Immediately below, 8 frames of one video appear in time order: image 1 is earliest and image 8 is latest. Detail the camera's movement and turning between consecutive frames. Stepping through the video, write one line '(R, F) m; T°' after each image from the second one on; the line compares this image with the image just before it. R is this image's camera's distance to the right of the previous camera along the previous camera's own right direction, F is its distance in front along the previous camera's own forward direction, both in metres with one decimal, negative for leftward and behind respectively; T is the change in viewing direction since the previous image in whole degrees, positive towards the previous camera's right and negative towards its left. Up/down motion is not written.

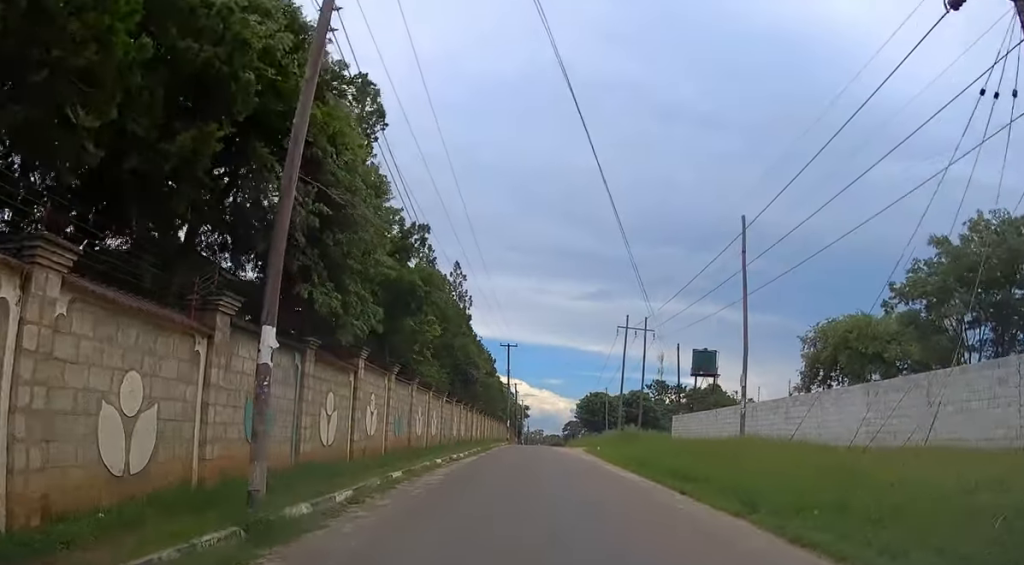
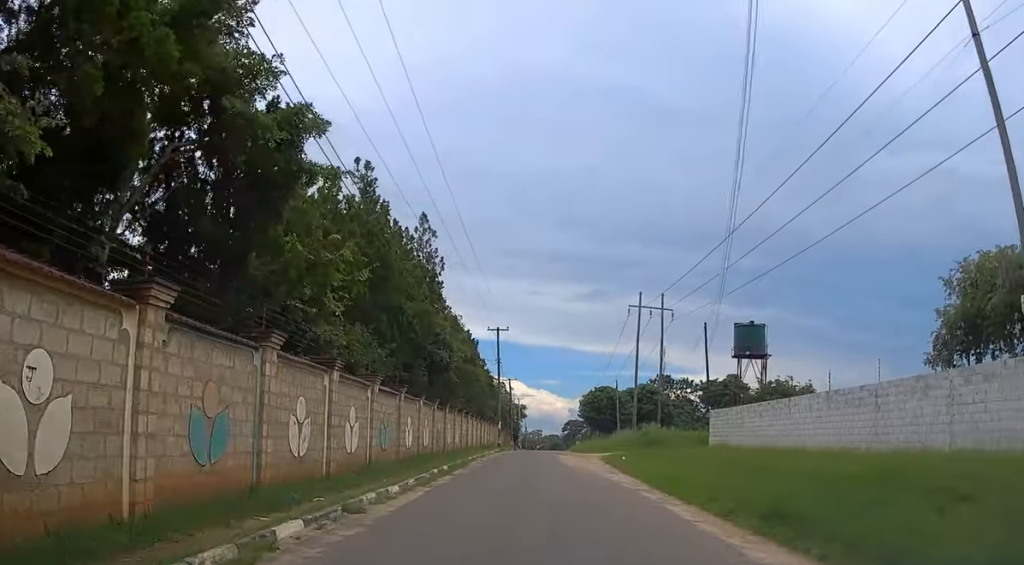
(0.0, +12.7) m; 0°
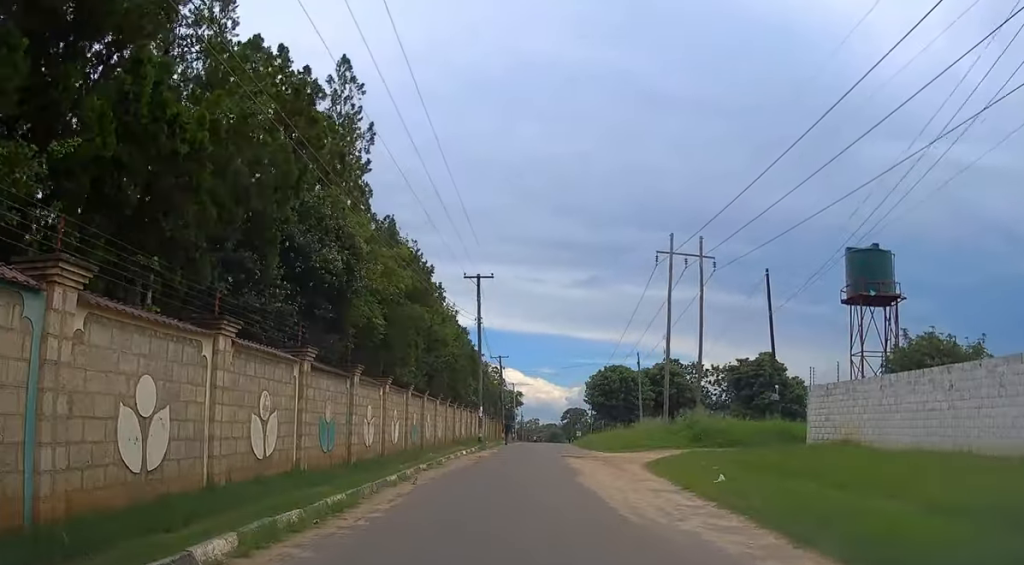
(+0.1, +16.5) m; 0°
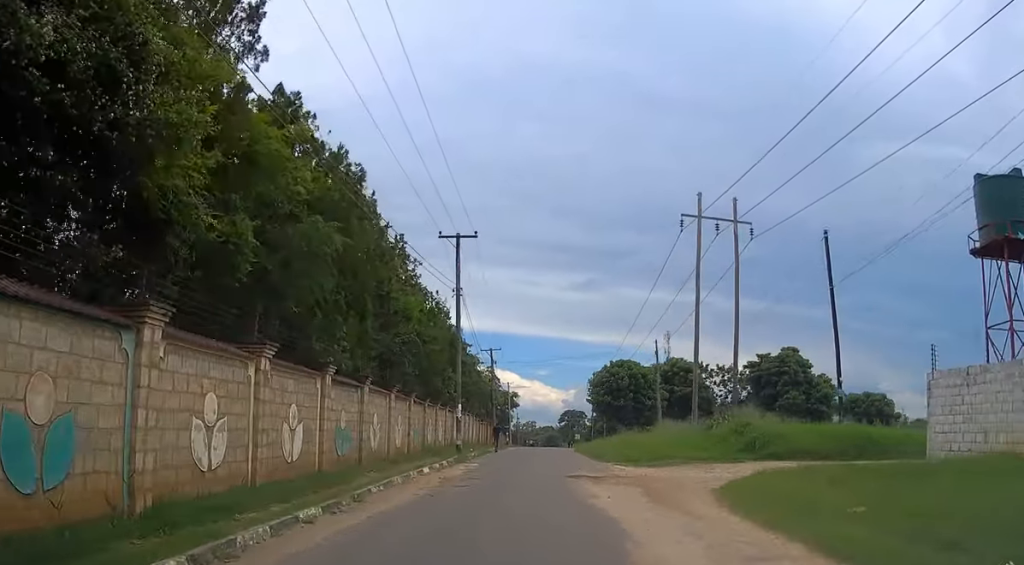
(0.0, +9.4) m; +1°
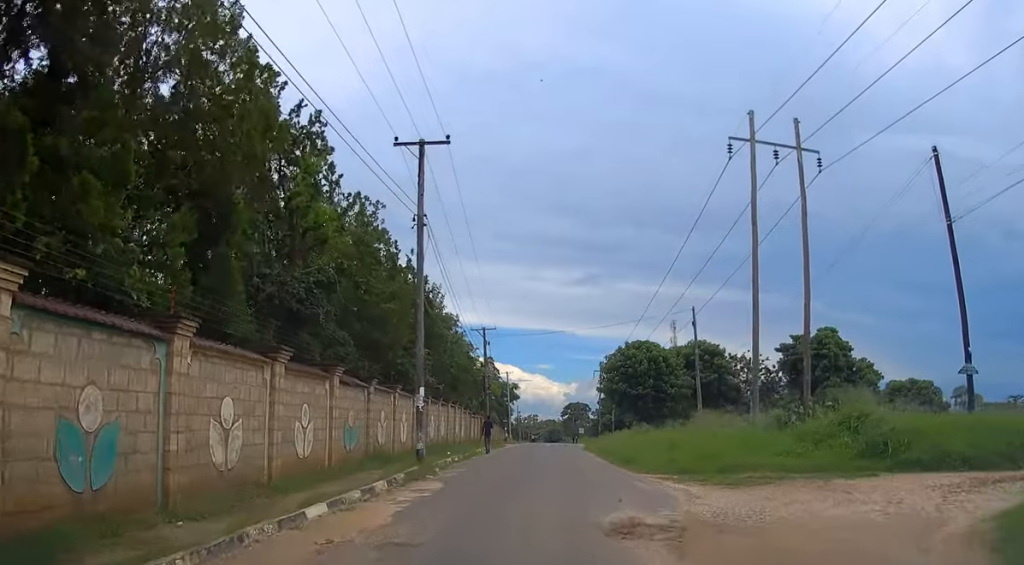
(+0.1, +10.2) m; 0°
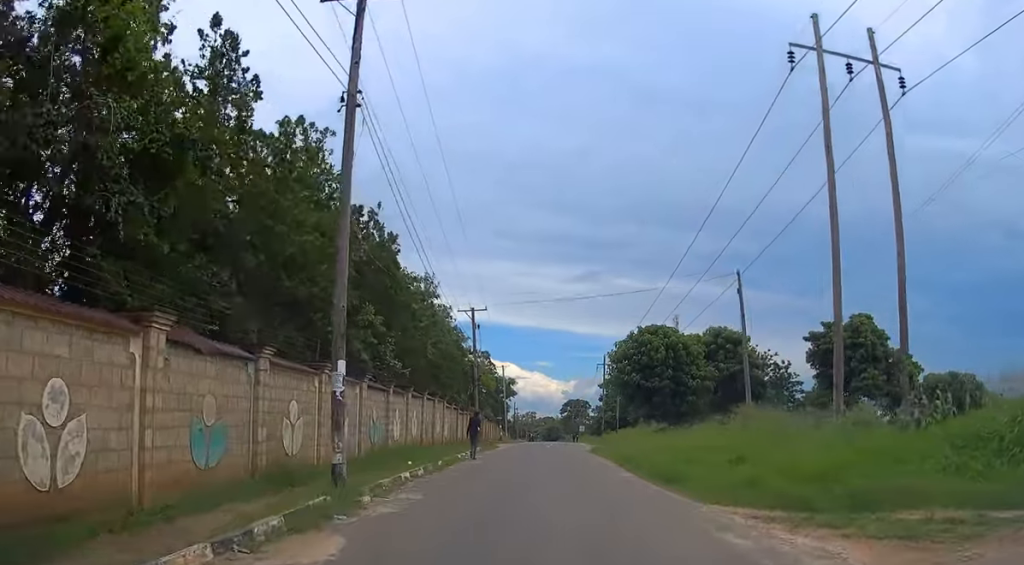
(+0.1, +8.0) m; 0°
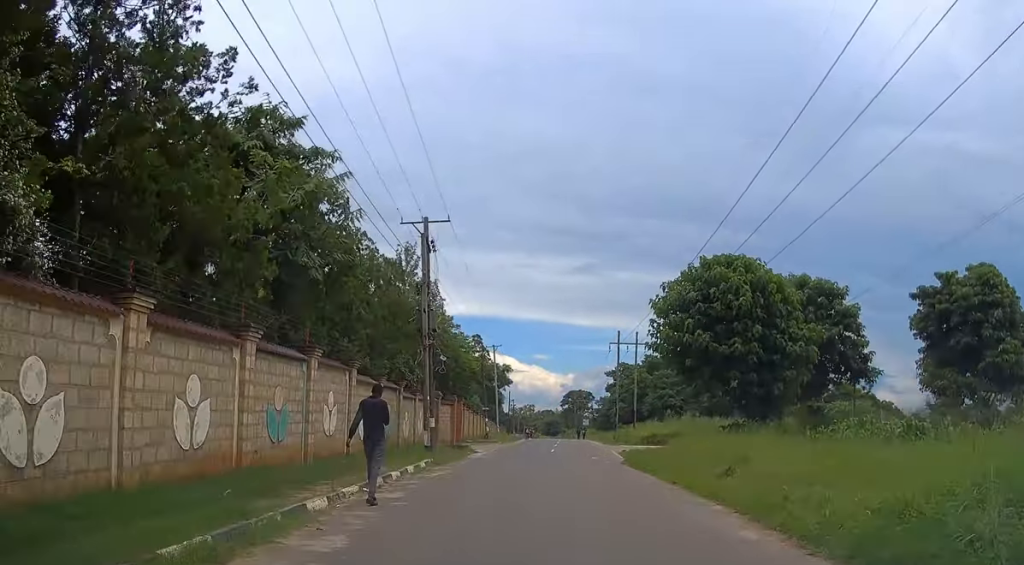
(-0.4, +18.8) m; -1°
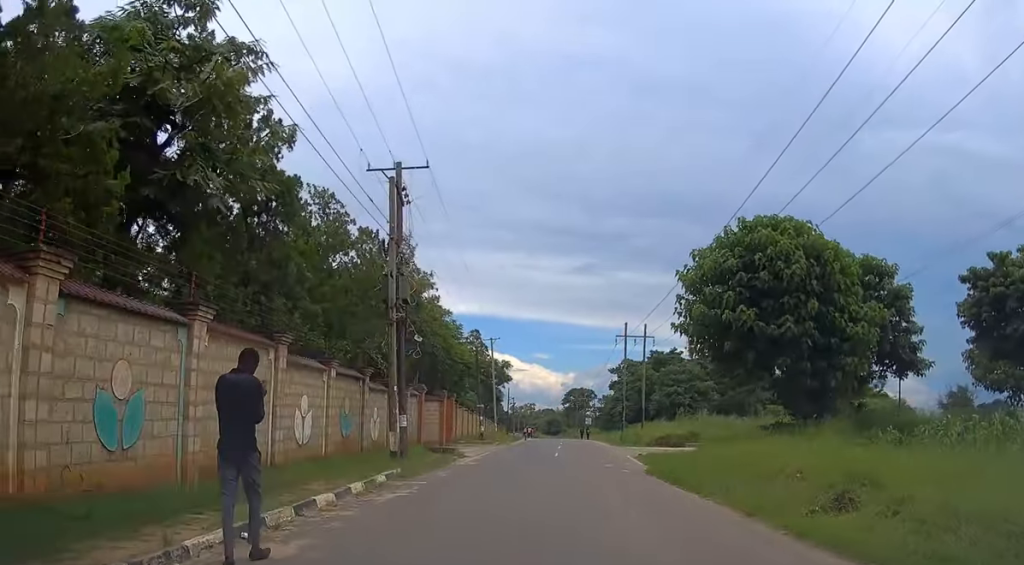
(0.0, +5.6) m; 0°
